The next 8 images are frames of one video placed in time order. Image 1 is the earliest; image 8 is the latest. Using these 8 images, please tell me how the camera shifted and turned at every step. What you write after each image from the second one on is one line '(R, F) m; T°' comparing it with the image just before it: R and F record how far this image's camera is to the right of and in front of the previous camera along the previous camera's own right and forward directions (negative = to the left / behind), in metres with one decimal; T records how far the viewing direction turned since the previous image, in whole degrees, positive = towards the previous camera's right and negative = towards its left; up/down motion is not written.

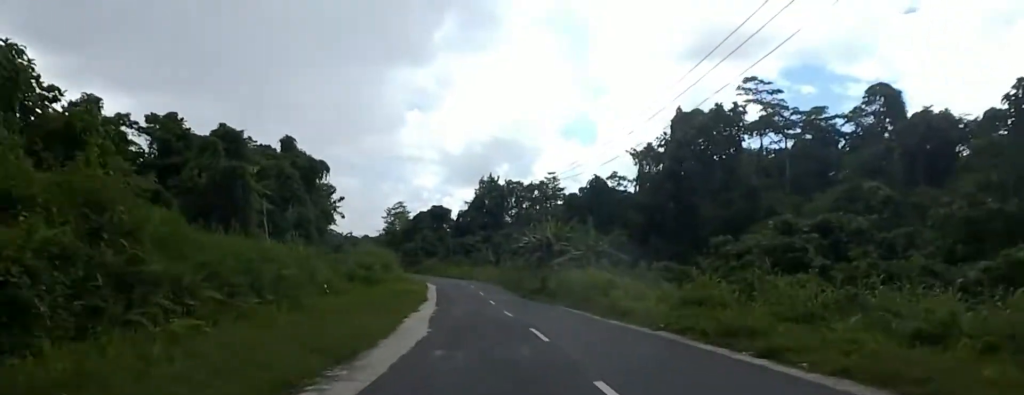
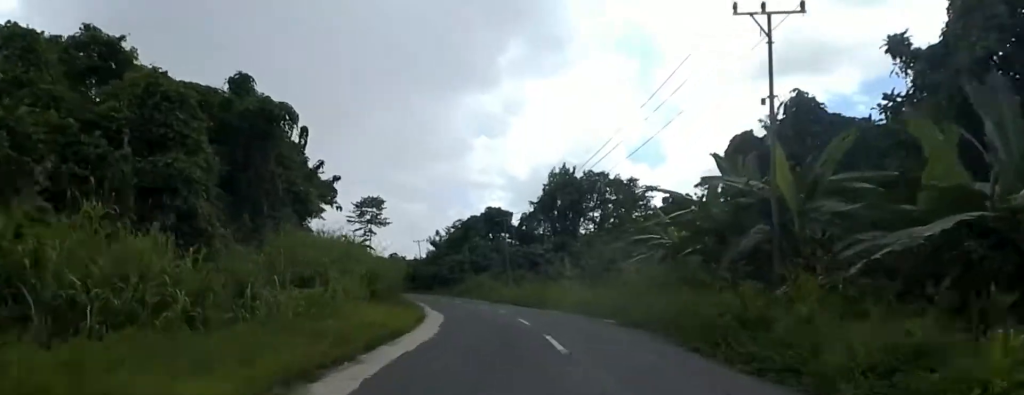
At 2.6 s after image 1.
(-0.5, +34.3) m; -3°
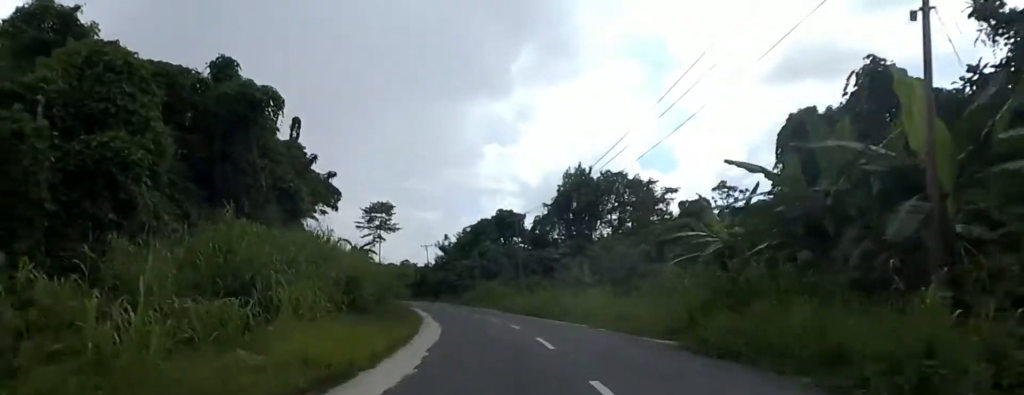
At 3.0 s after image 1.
(-0.3, +5.6) m; -3°
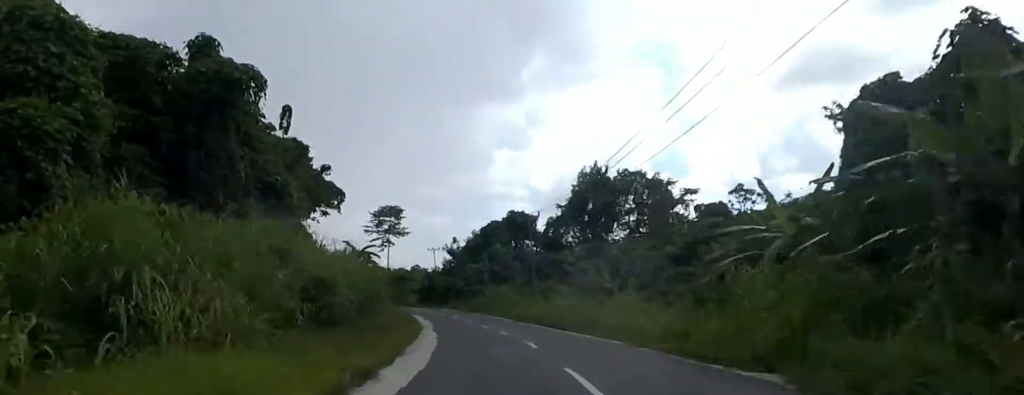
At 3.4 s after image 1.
(-0.1, +5.1) m; -1°
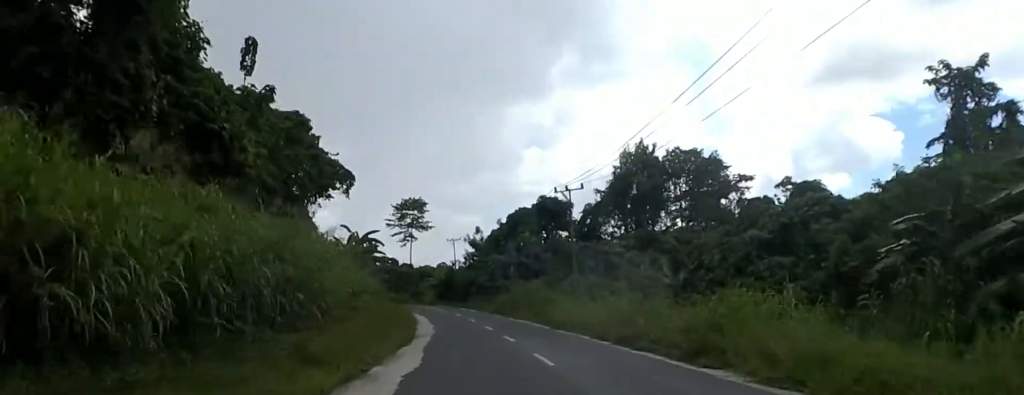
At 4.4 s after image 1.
(0.0, +11.9) m; -2°
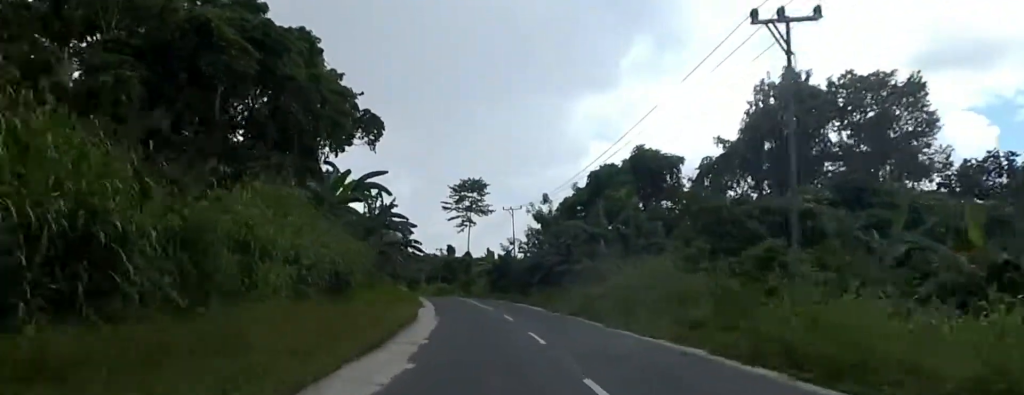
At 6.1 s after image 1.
(-2.4, +22.1) m; -5°
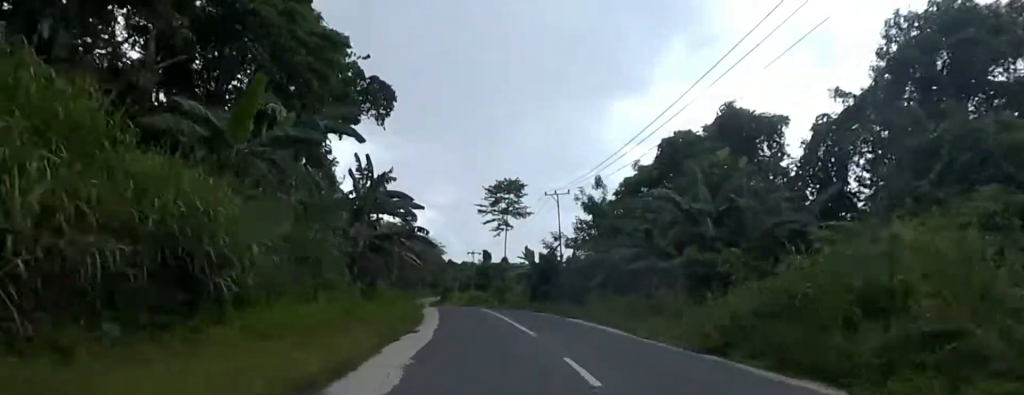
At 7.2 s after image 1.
(+1.4, +13.1) m; -1°
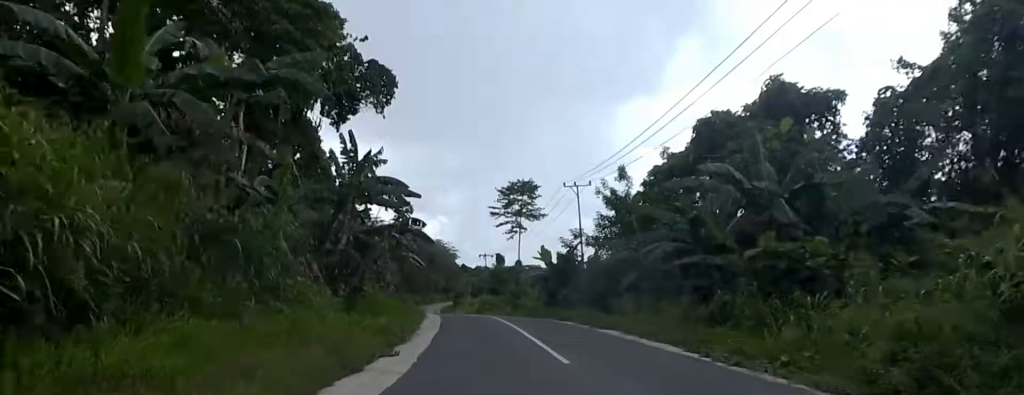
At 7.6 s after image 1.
(-0.6, +5.1) m; -3°
